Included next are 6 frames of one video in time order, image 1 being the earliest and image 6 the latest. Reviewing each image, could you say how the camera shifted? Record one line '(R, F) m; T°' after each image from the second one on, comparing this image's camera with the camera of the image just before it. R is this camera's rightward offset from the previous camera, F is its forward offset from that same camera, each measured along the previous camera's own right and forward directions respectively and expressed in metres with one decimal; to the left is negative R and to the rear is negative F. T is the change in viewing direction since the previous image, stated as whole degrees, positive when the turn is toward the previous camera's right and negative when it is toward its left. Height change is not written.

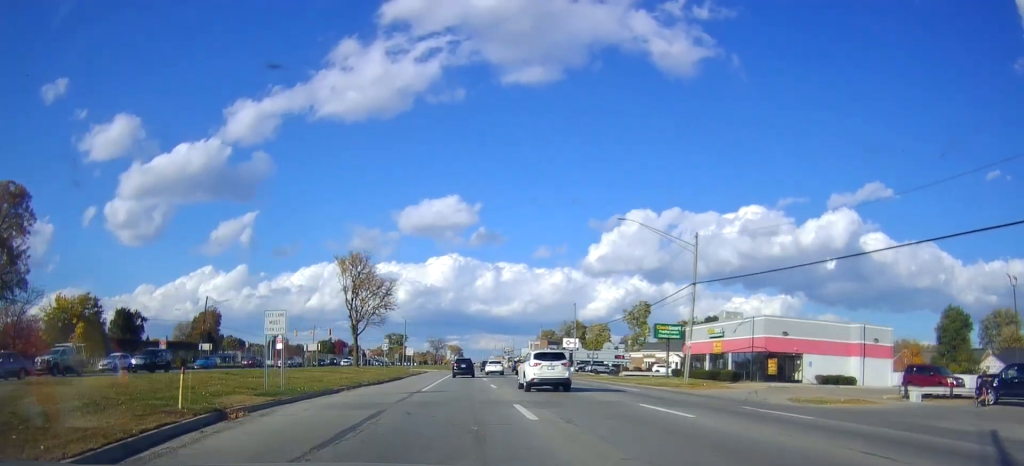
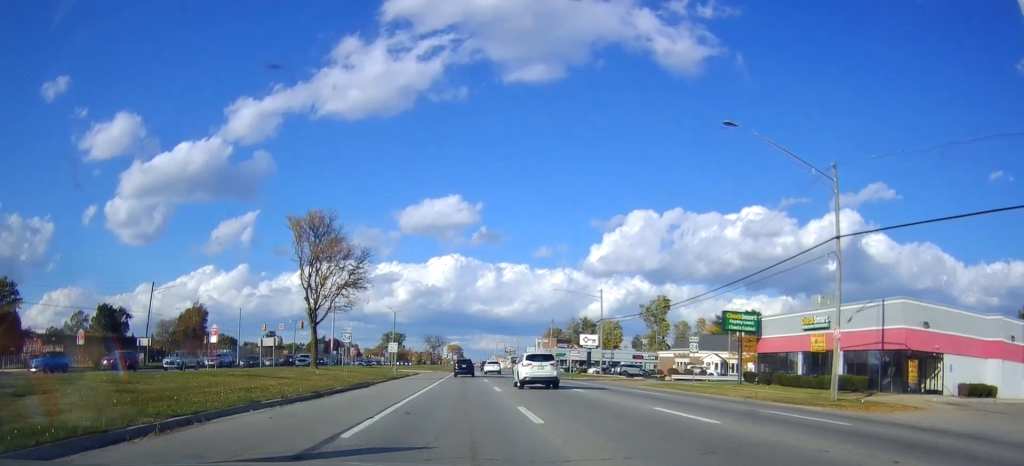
(-0.6, +17.4) m; -1°
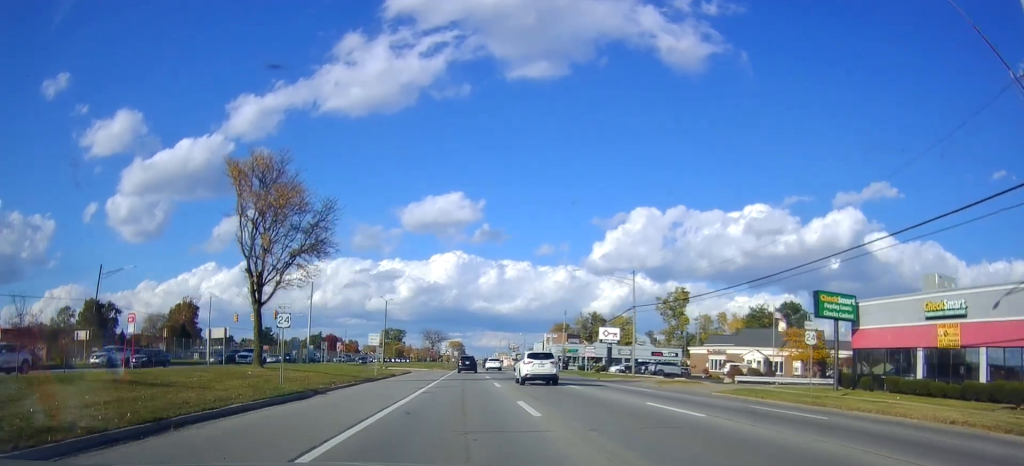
(+0.2, +13.3) m; 0°
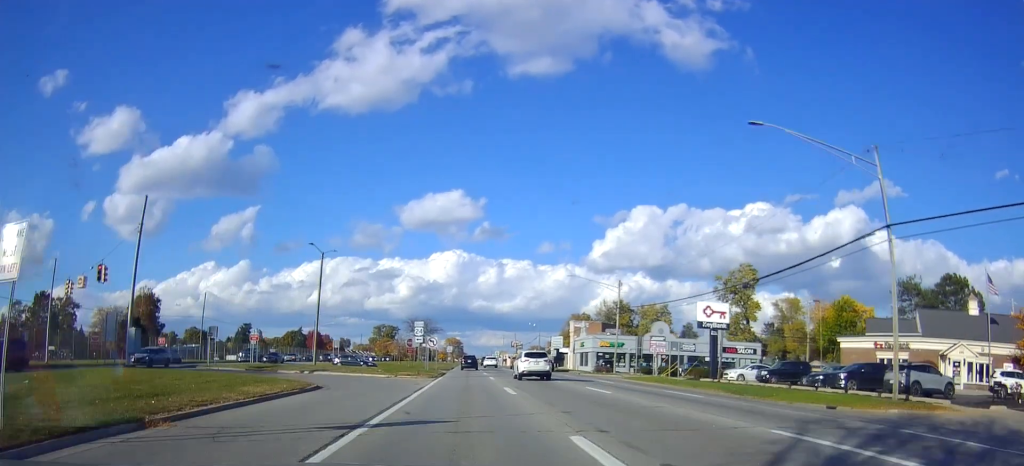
(+0.3, +39.1) m; +1°
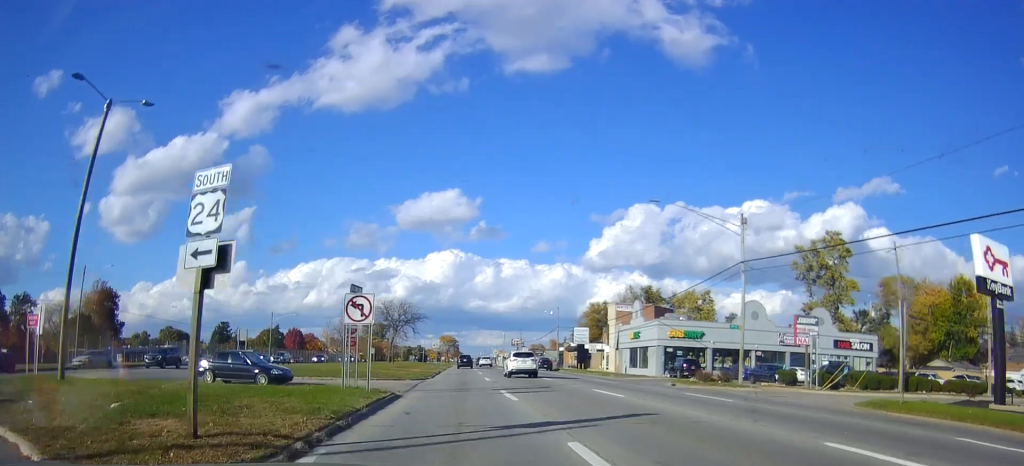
(+0.2, +33.0) m; 0°
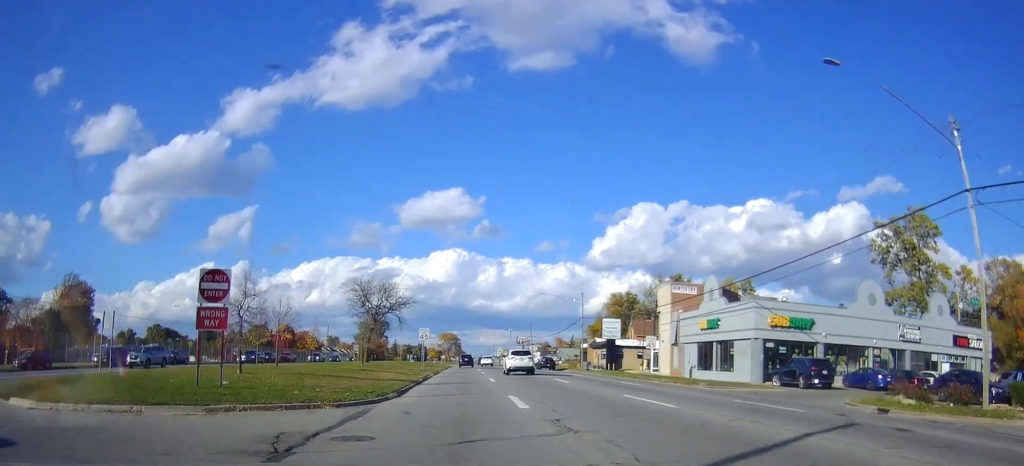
(-0.1, +19.9) m; -2°
